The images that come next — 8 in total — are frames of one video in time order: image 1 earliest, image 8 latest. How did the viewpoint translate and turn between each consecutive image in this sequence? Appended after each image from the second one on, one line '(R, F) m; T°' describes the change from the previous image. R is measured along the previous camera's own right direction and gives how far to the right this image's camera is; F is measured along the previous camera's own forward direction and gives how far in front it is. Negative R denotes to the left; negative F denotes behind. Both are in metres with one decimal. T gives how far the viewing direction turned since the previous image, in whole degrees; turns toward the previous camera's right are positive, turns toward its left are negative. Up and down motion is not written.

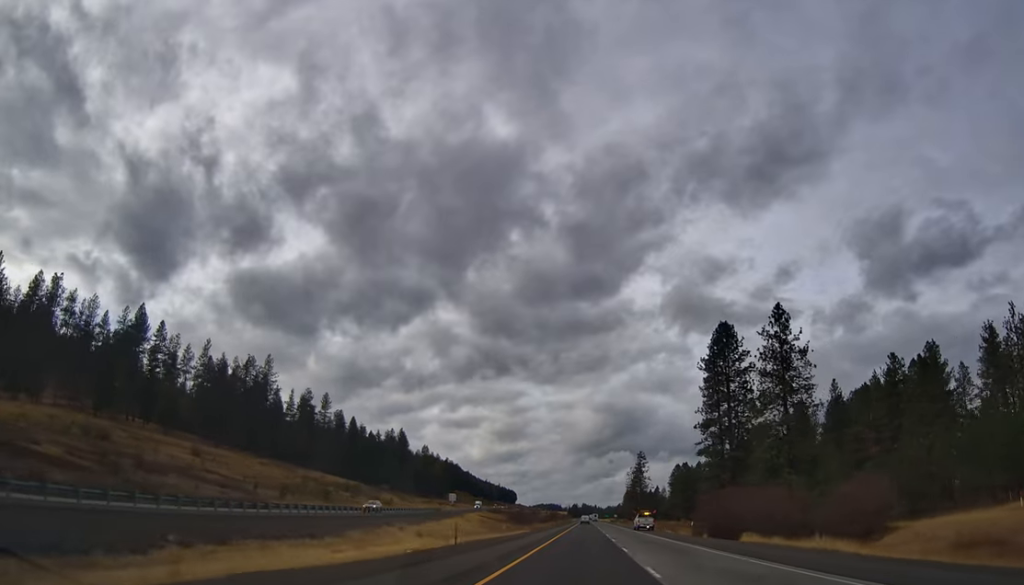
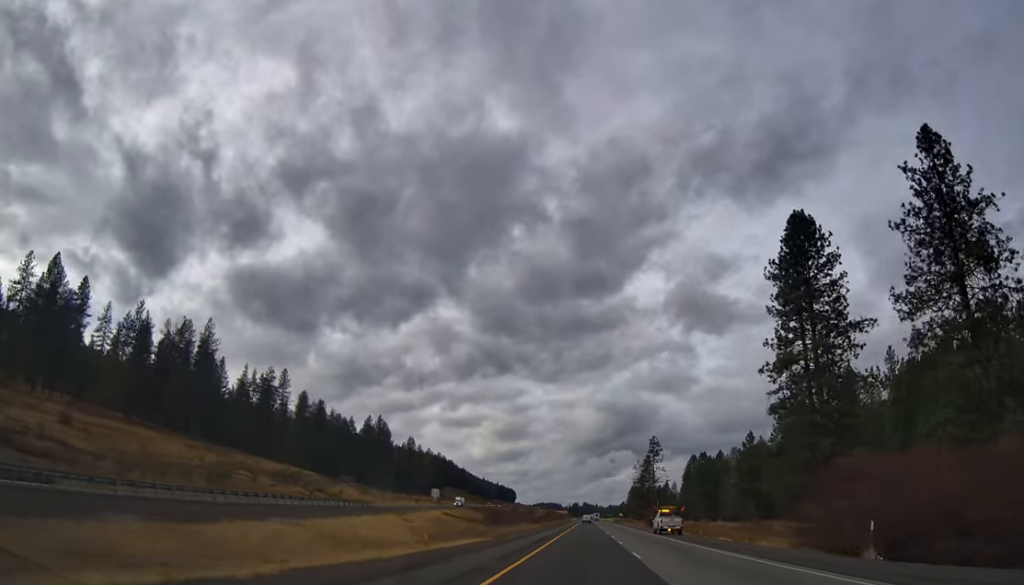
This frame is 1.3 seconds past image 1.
(-0.1, +41.0) m; -1°
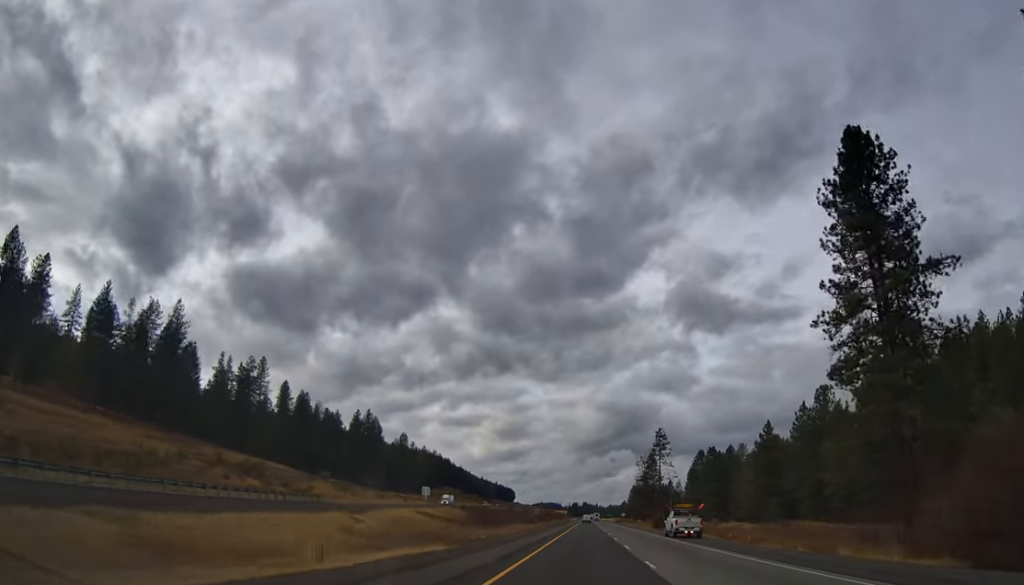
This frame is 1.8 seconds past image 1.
(+0.1, +16.9) m; 0°
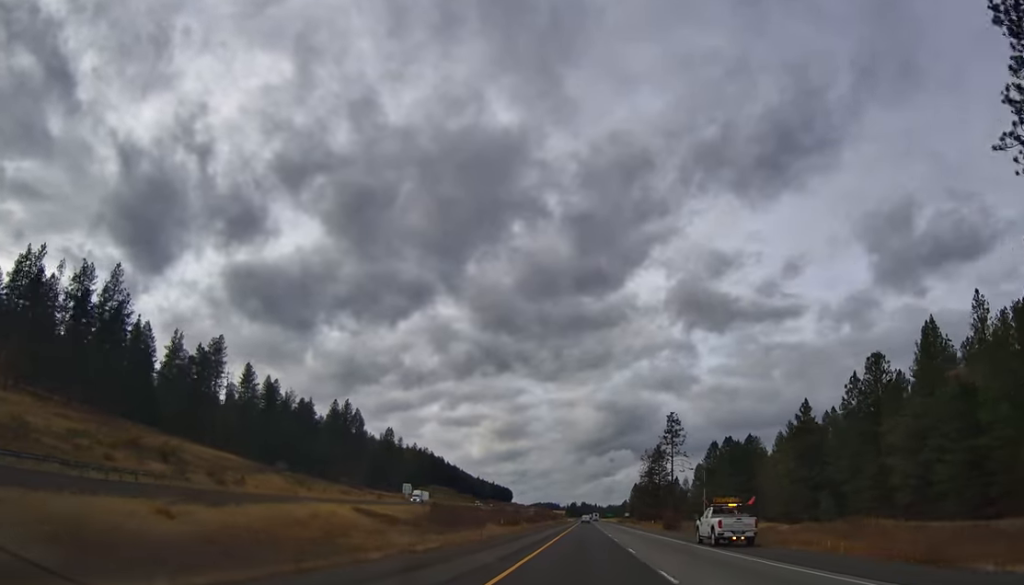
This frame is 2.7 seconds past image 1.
(-0.3, +27.5) m; 0°
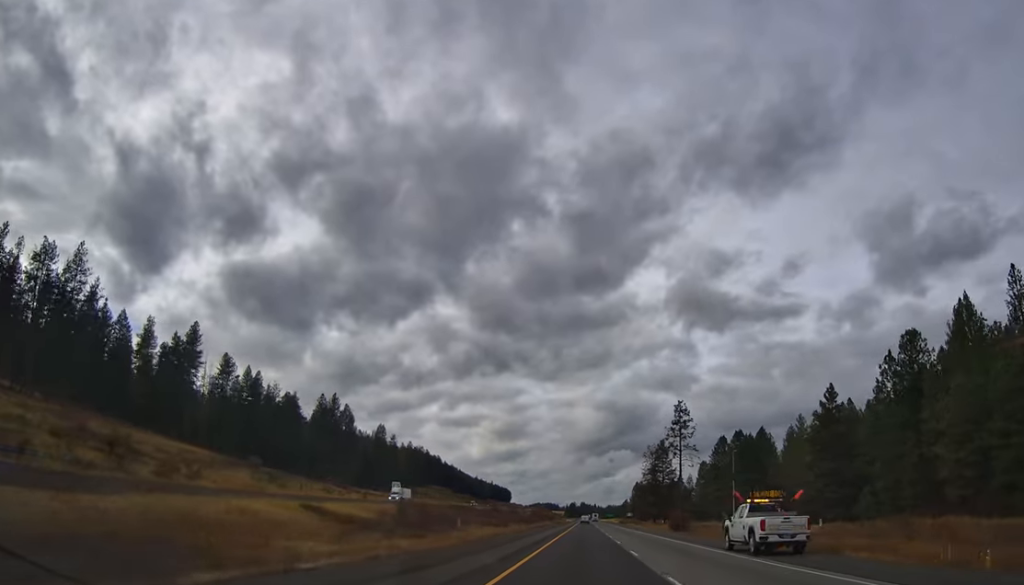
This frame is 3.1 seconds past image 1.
(0.0, +13.7) m; 0°
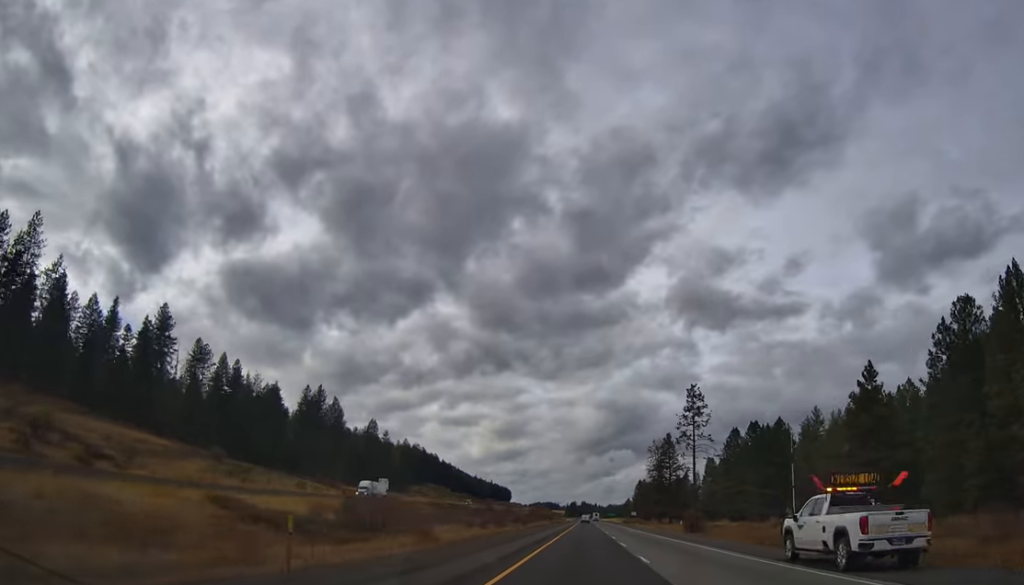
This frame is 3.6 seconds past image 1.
(+0.2, +15.8) m; 0°
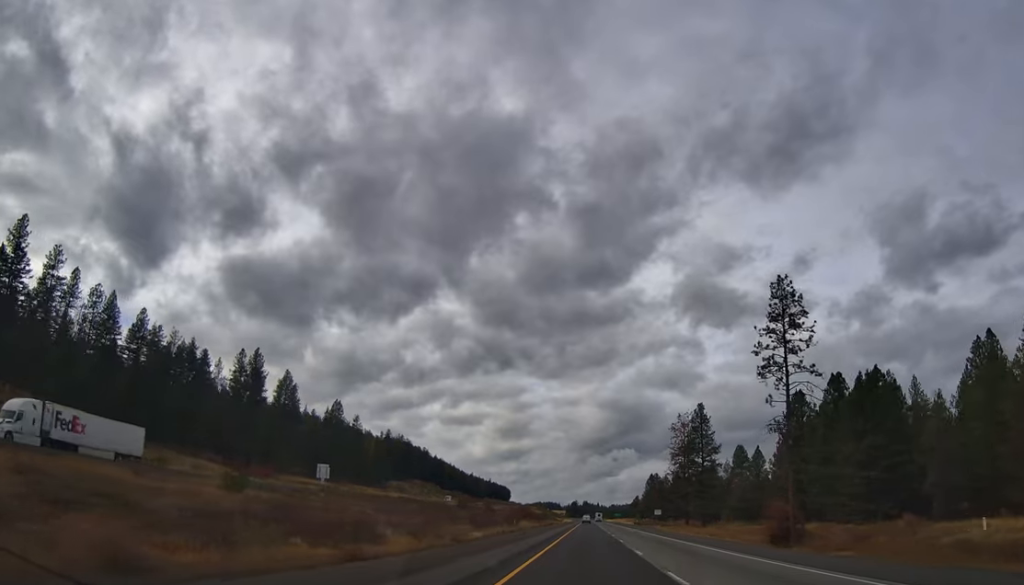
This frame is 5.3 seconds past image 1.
(+0.4, +54.7) m; +1°
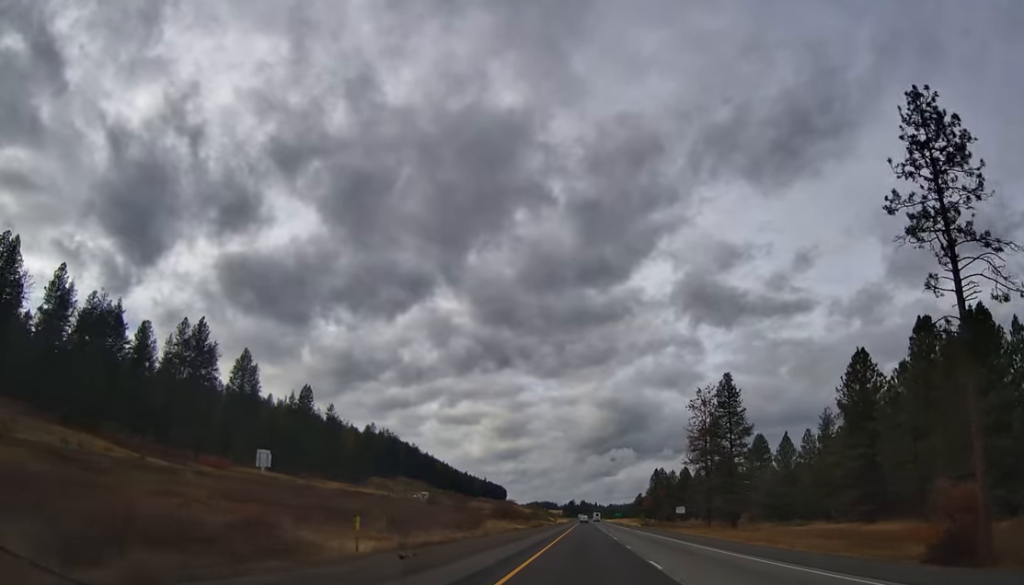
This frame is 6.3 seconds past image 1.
(+0.1, +32.6) m; 0°
